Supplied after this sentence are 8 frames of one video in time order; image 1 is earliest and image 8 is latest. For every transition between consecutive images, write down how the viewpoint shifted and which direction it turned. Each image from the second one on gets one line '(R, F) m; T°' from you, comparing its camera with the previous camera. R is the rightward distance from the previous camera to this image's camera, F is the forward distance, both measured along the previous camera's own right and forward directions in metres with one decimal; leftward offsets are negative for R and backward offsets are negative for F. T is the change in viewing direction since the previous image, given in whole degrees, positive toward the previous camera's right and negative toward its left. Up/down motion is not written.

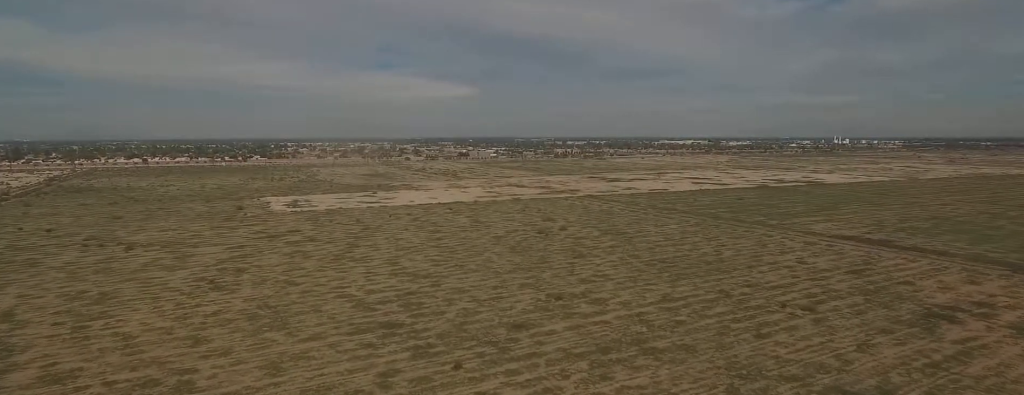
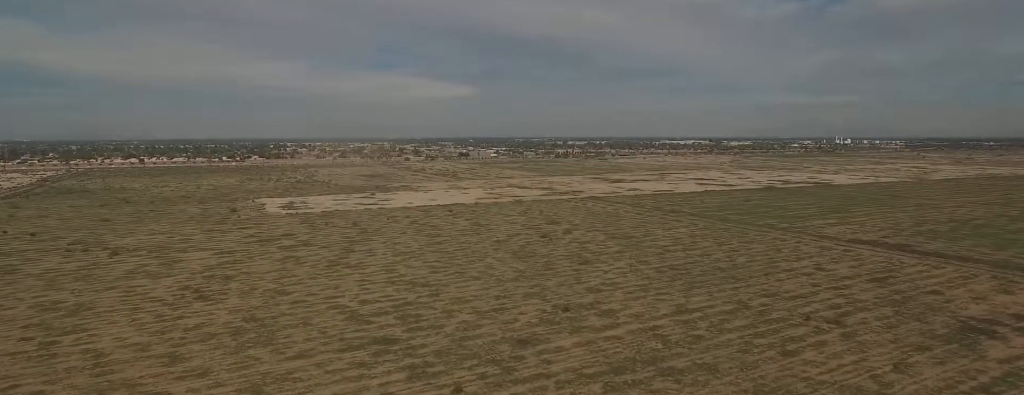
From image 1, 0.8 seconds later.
(0.0, +12.3) m; 0°
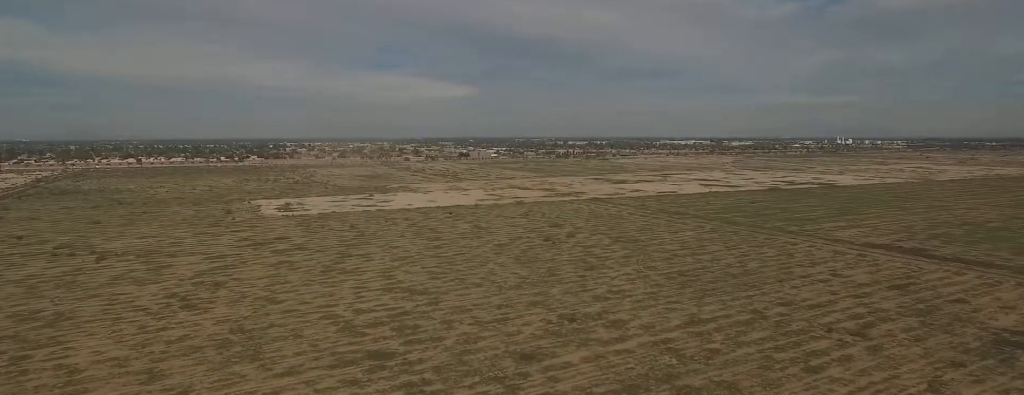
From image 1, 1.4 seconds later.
(0.0, +9.6) m; 0°
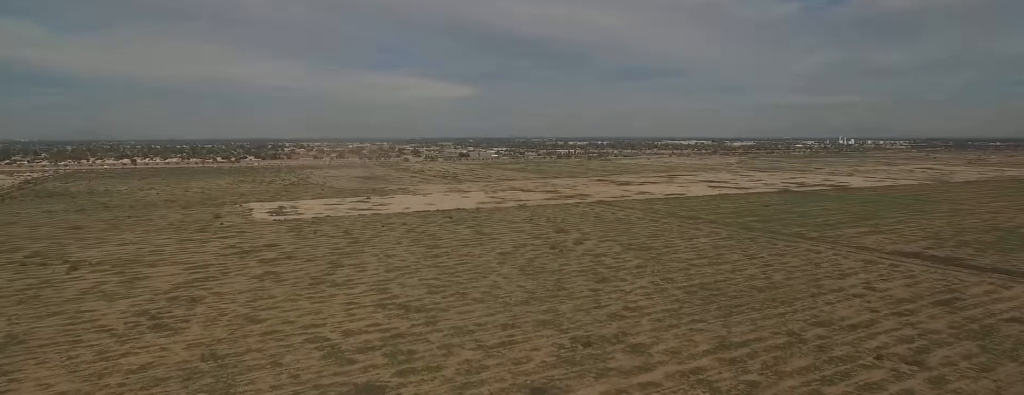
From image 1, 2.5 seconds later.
(0.0, +18.1) m; 0°
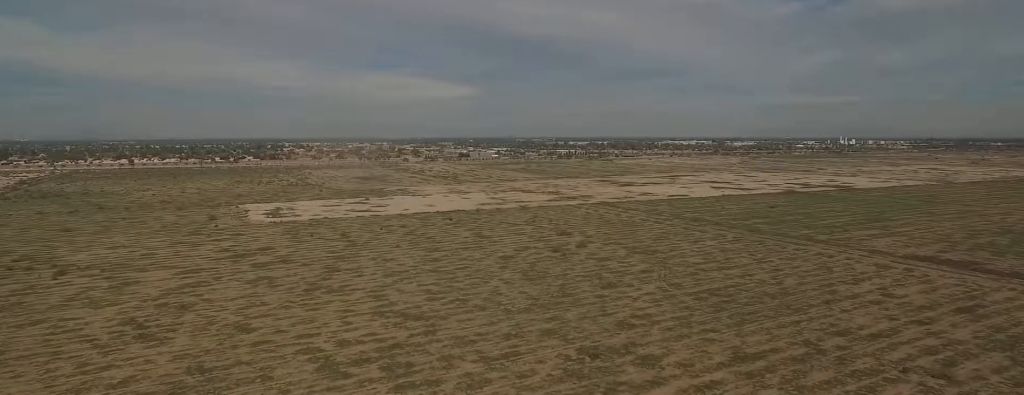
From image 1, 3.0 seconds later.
(0.0, +7.4) m; 0°
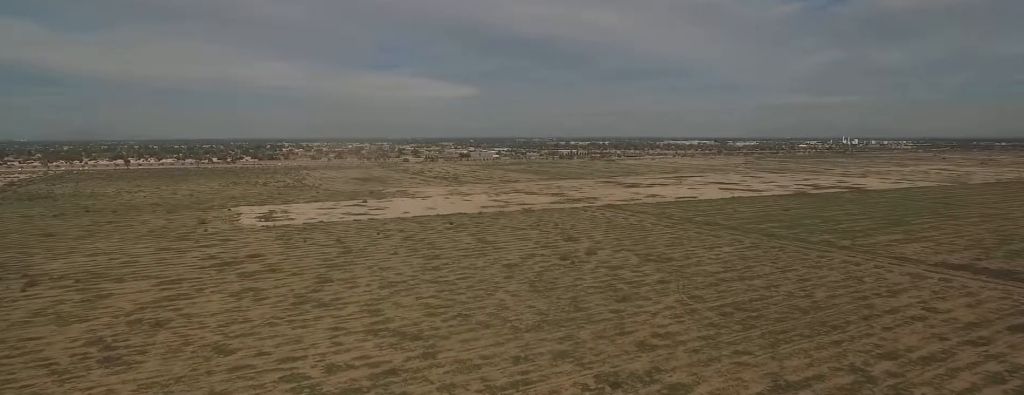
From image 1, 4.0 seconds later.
(0.0, +15.7) m; 0°
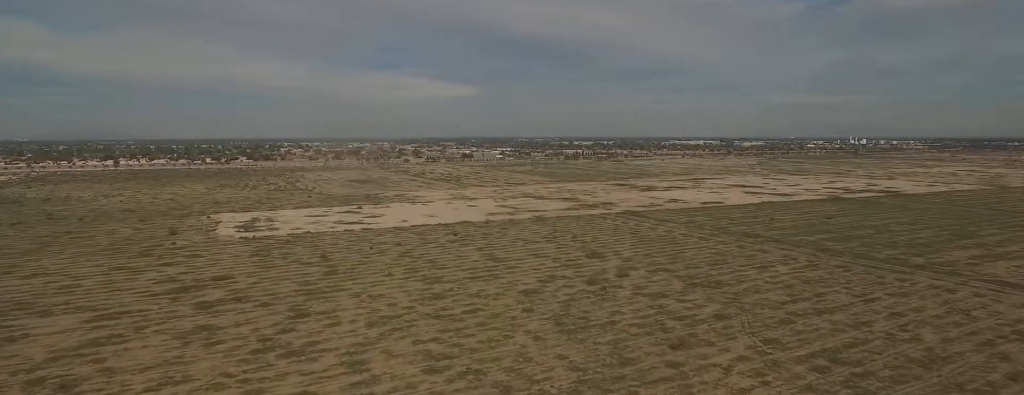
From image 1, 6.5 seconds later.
(+0.2, +40.8) m; +1°
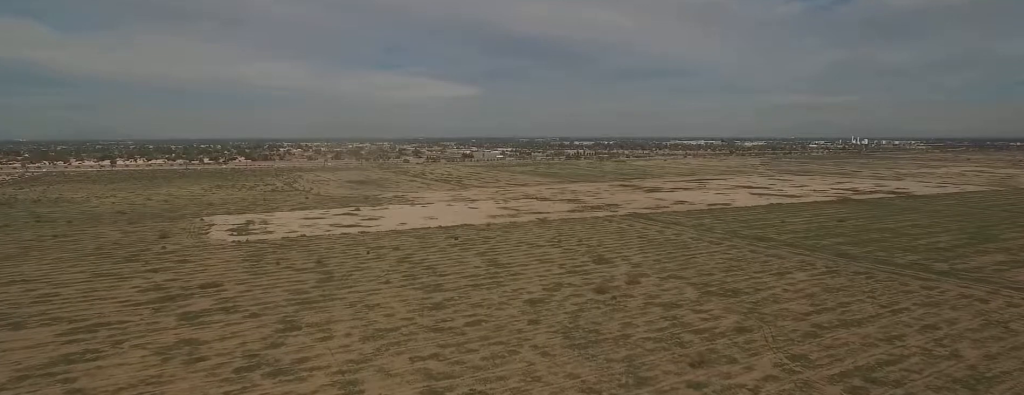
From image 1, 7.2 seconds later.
(+0.2, +10.3) m; 0°
